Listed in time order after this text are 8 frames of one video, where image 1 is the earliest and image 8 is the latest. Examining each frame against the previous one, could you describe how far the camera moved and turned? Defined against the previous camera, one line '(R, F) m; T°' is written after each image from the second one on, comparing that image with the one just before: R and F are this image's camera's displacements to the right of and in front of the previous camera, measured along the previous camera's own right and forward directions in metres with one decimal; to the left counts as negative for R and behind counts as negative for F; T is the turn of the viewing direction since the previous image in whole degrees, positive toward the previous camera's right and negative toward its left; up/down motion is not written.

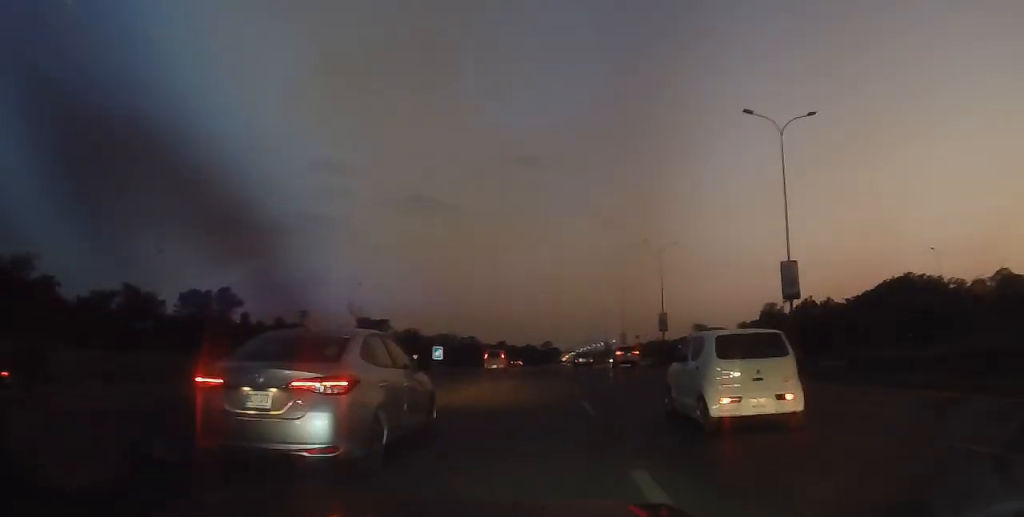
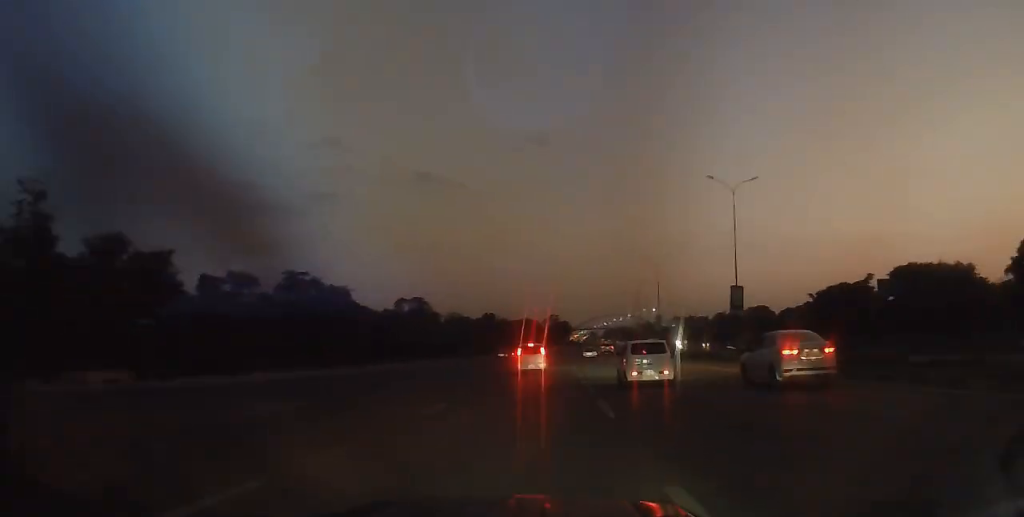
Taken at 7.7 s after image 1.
(-0.9, +129.9) m; +2°
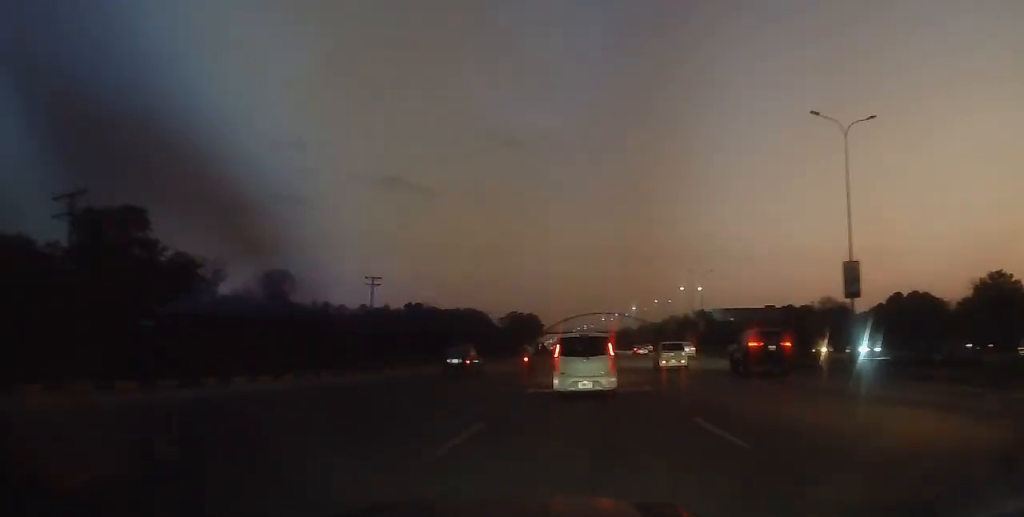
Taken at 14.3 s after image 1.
(+4.8, +99.7) m; +3°
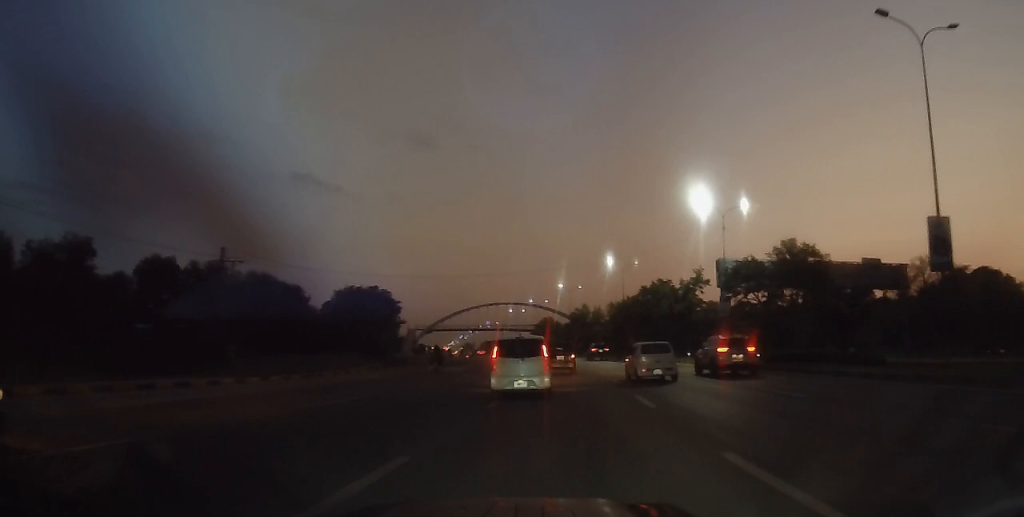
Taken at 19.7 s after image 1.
(+1.3, +73.9) m; -1°
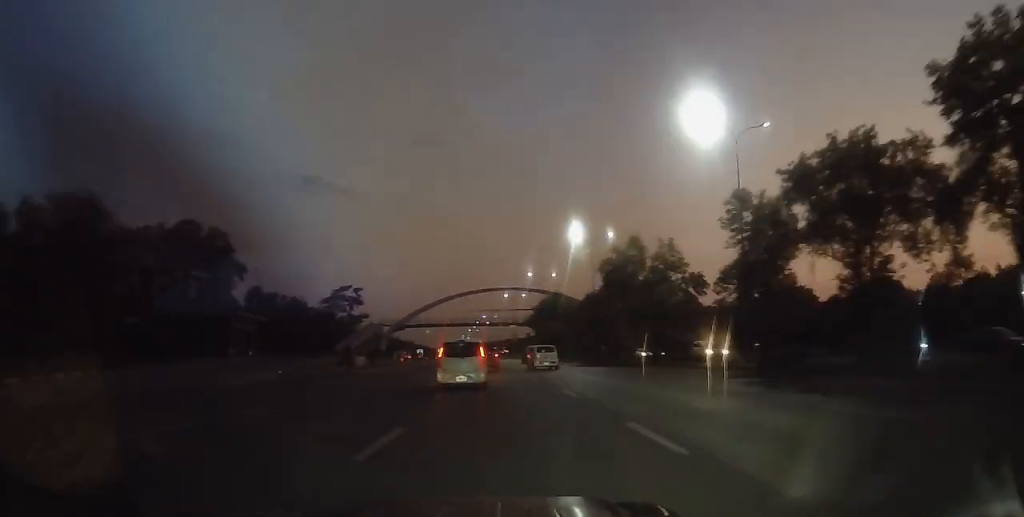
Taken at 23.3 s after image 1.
(+2.1, +49.8) m; -1°
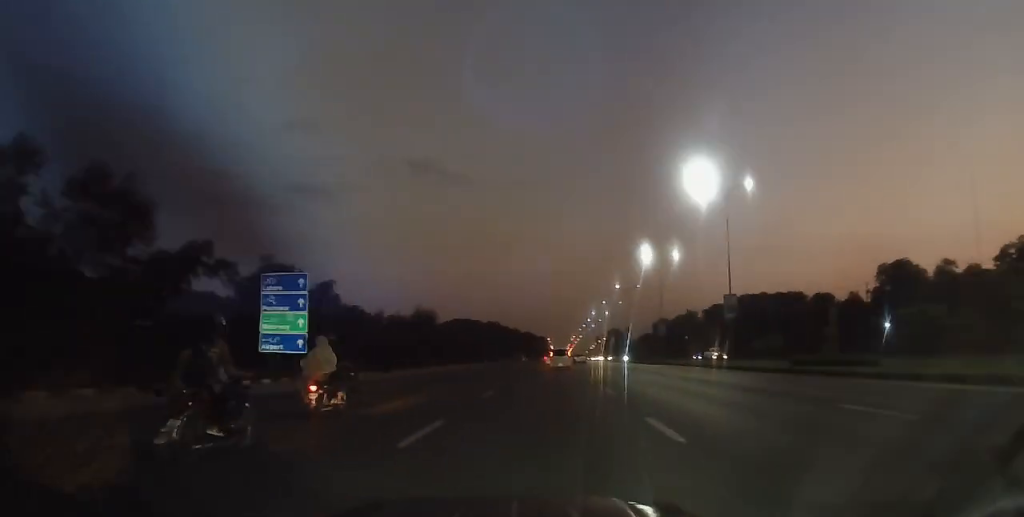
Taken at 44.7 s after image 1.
(-20.9, +310.0) m; -4°
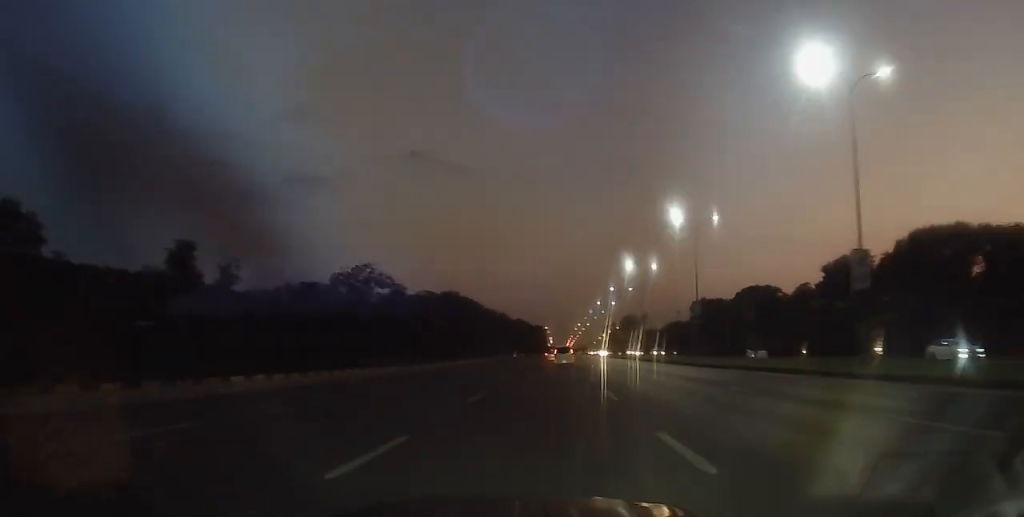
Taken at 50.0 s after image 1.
(+0.1, +82.2) m; 0°
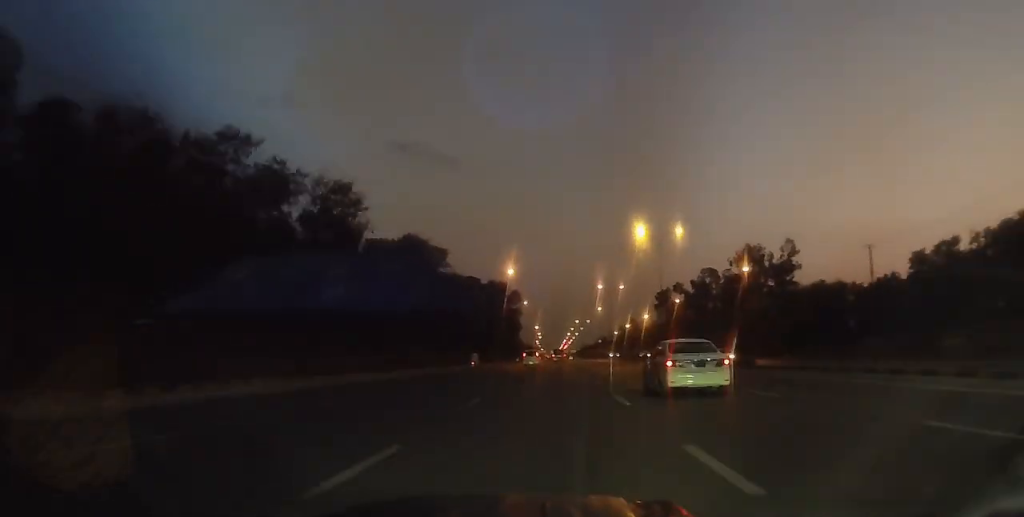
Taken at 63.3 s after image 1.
(0.0, +208.8) m; 0°
